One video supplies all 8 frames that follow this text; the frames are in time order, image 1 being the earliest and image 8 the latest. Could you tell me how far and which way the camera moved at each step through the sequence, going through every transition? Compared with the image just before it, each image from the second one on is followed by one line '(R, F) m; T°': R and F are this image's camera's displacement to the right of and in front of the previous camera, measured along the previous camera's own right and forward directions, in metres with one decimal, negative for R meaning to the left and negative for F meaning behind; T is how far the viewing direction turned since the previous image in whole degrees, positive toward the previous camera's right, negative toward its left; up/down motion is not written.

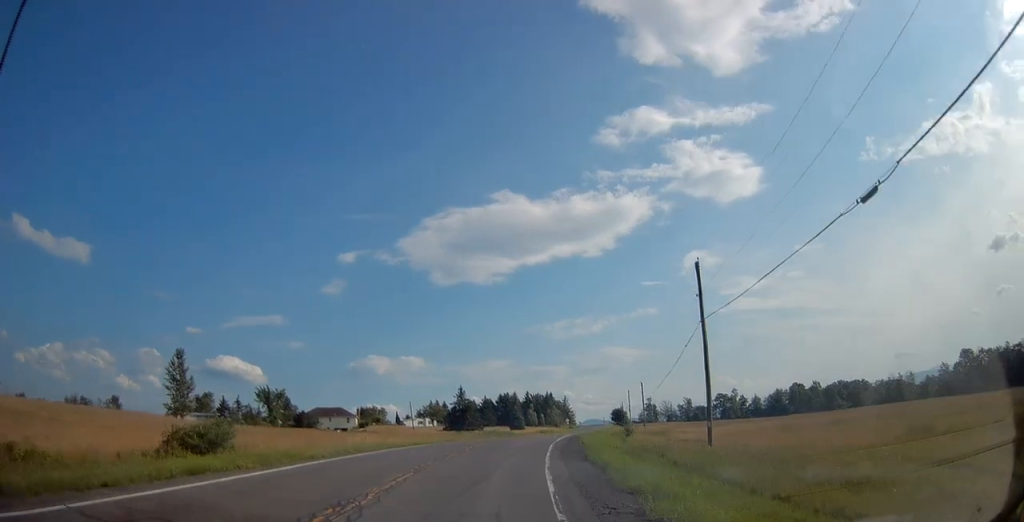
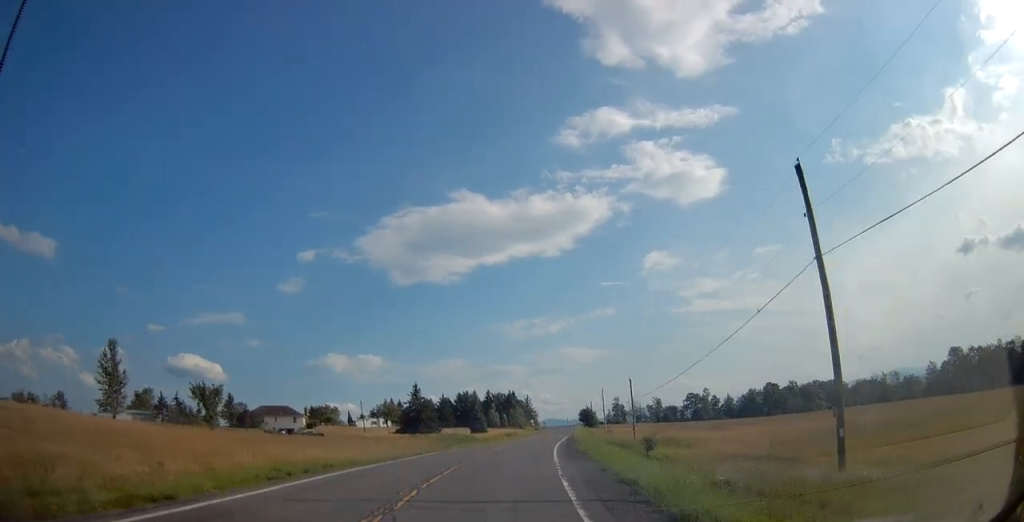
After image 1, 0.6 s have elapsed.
(+0.3, +12.8) m; +4°
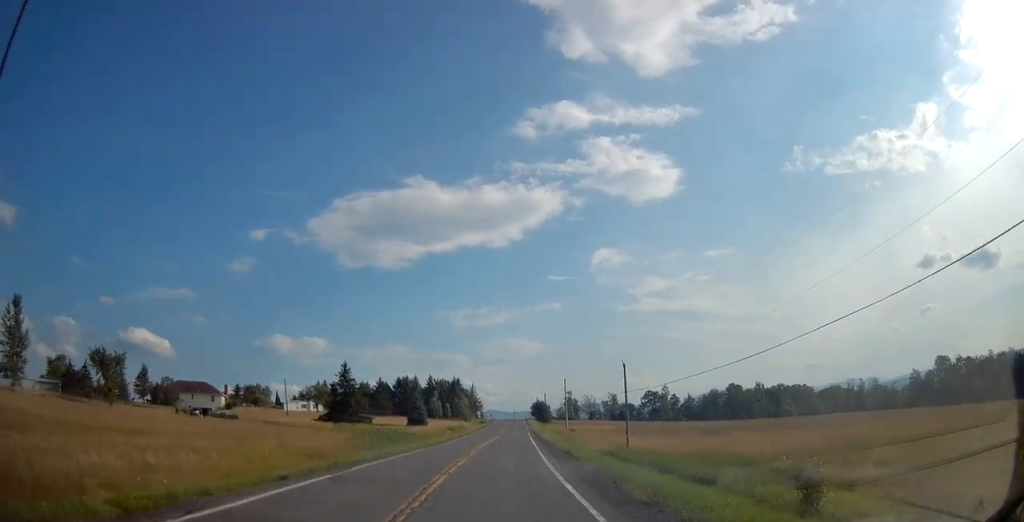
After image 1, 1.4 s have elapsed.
(+0.7, +17.4) m; +6°
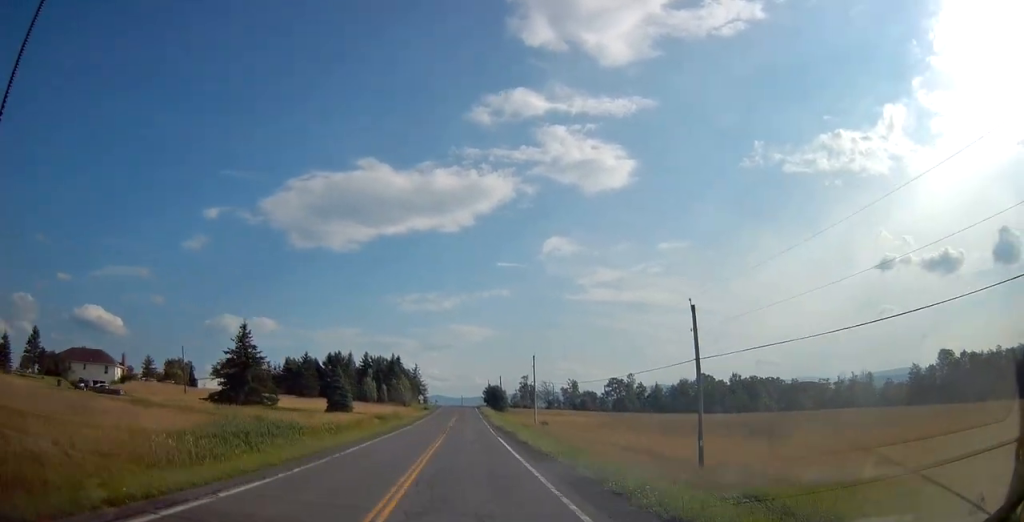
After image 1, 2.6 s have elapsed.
(+1.7, +23.5) m; +6°
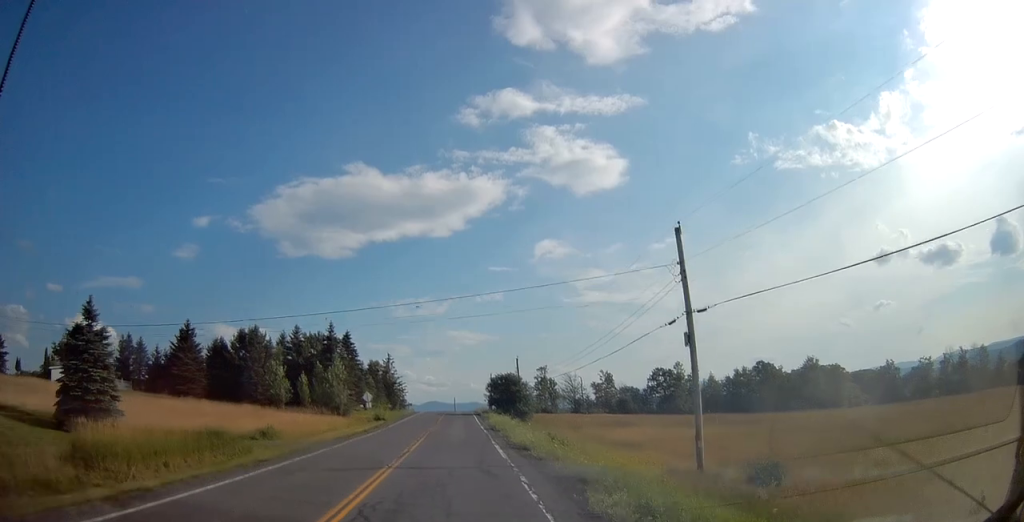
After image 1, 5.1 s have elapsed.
(+2.4, +52.5) m; +2°
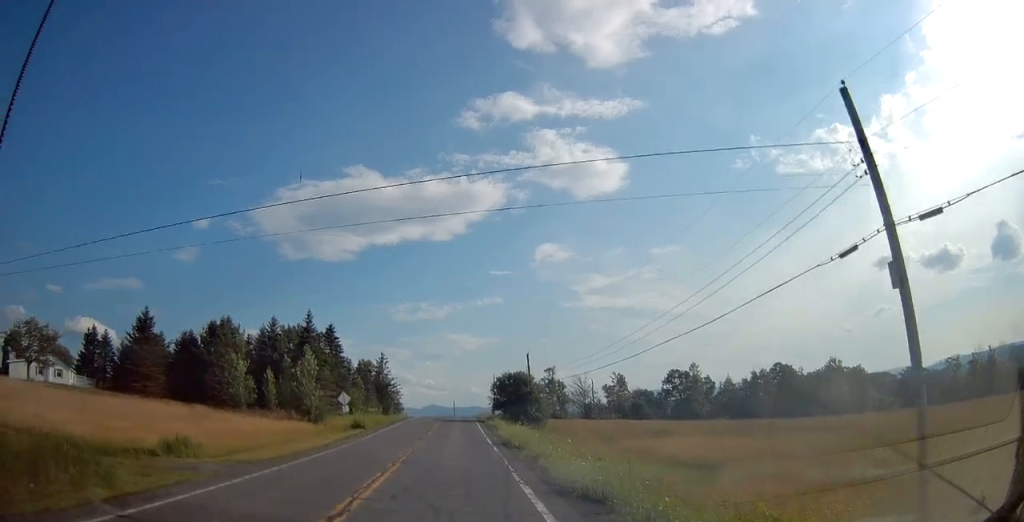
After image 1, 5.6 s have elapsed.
(0.0, +11.0) m; 0°
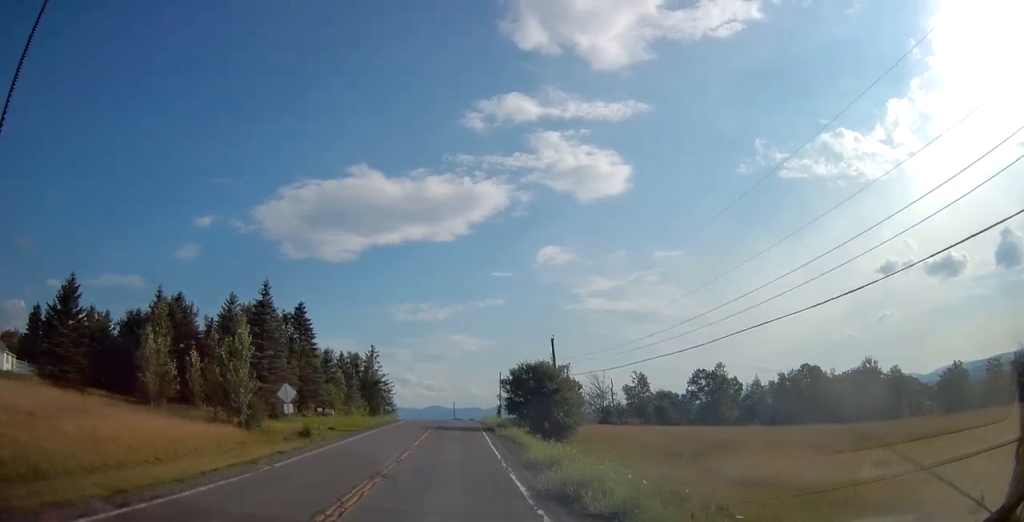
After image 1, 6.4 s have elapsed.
(-0.2, +15.0) m; 0°
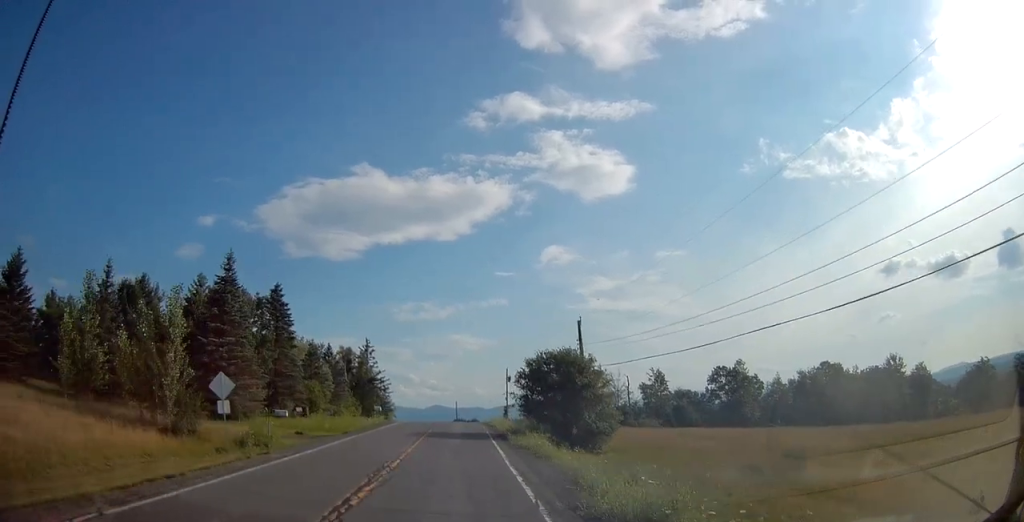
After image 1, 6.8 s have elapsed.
(+0.1, +8.7) m; 0°
